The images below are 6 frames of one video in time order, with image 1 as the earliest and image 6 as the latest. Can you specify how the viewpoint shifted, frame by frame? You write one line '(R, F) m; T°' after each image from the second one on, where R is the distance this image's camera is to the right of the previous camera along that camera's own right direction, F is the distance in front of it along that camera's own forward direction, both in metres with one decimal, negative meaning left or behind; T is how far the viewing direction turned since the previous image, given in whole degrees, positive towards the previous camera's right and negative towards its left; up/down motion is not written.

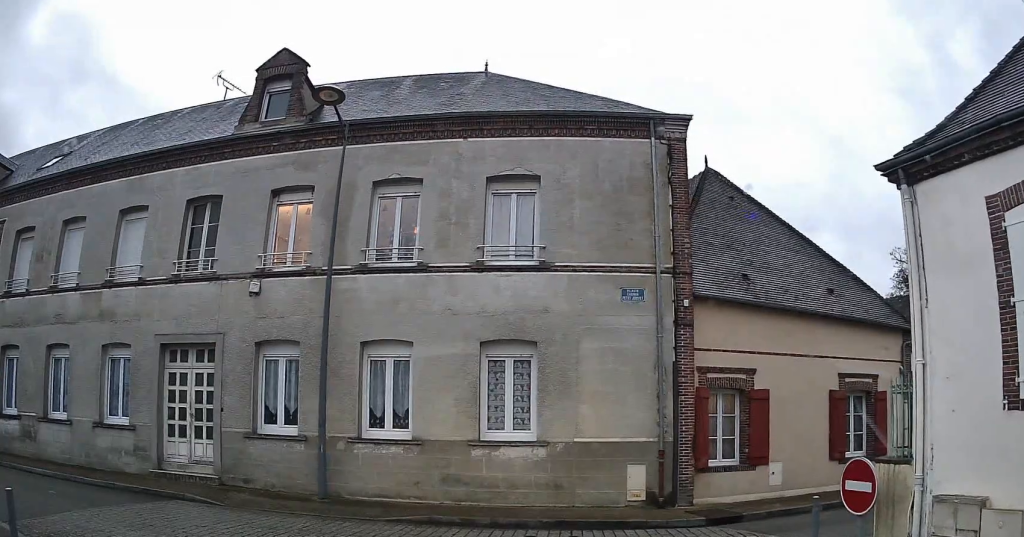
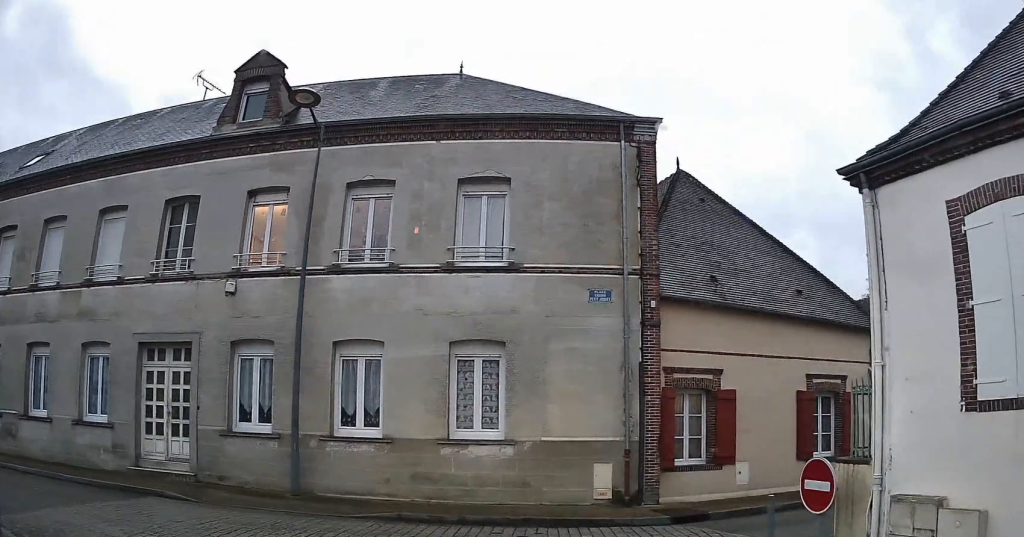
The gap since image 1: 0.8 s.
(0.0, +1.7) m; 0°
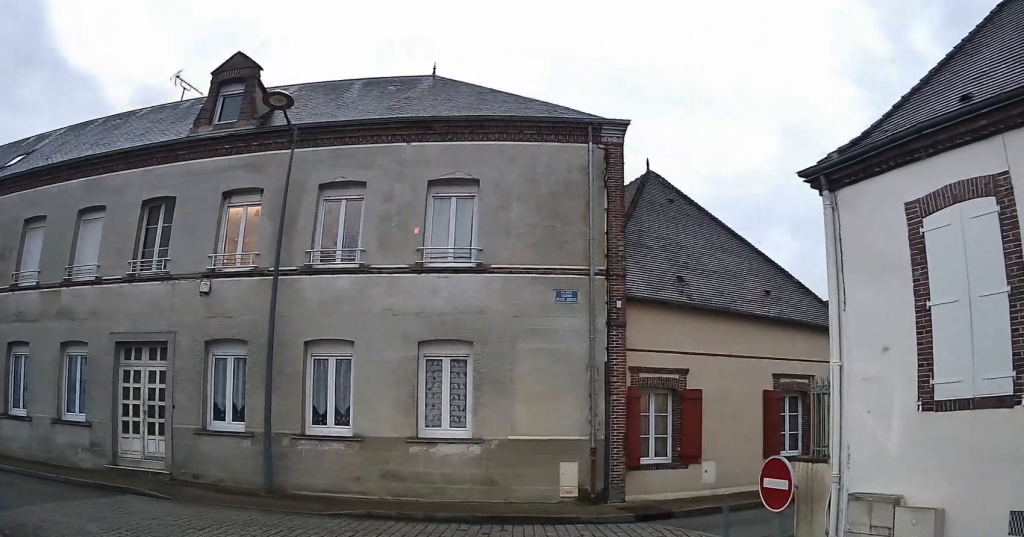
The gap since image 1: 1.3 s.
(0.0, +0.9) m; 0°
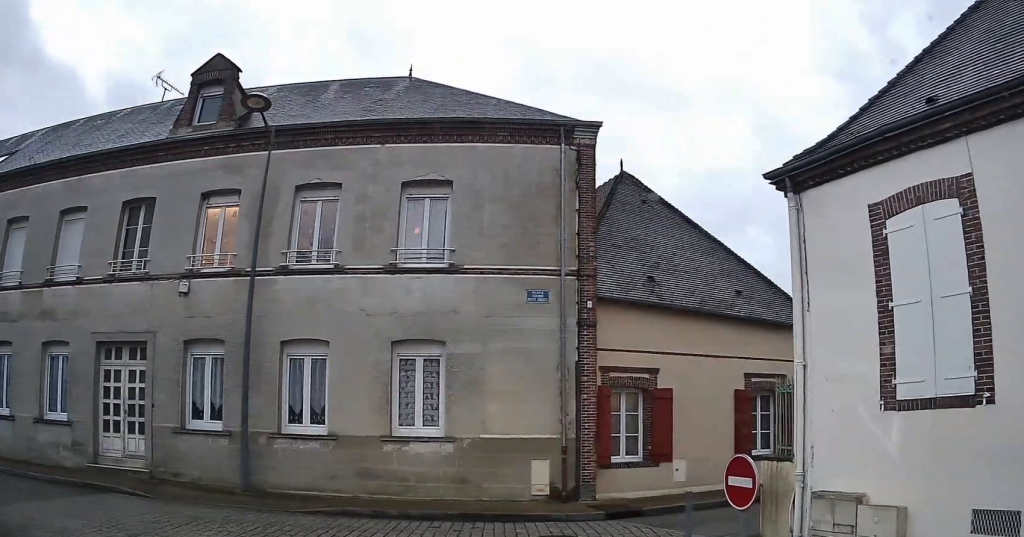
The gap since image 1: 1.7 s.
(0.0, +0.9) m; 0°
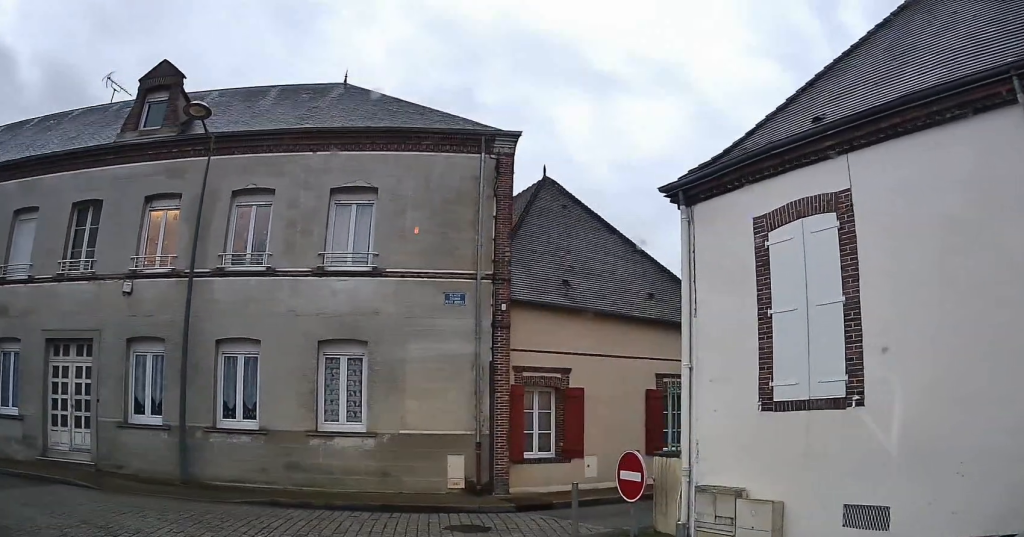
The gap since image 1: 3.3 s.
(0.0, +3.4) m; 0°
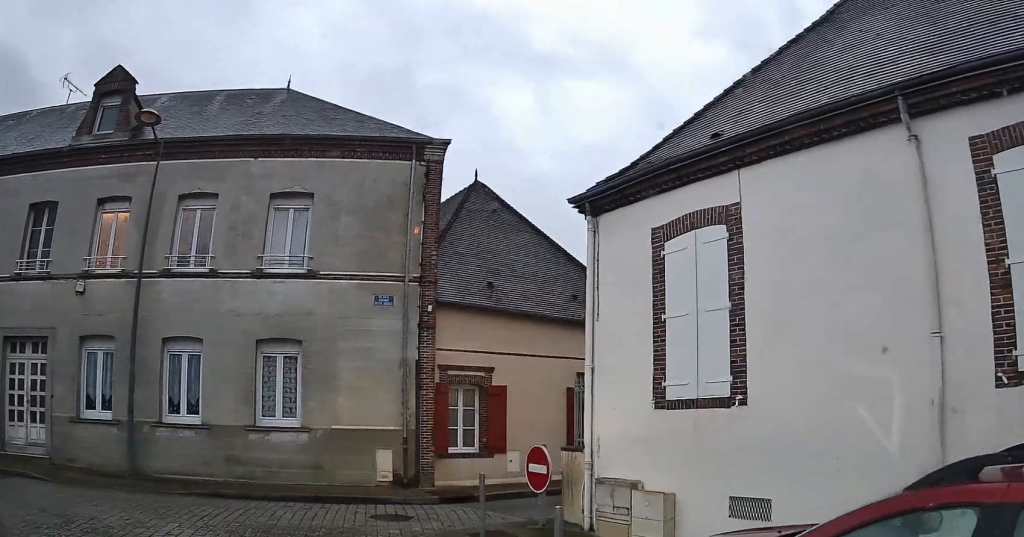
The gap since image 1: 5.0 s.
(0.0, +3.3) m; 0°
